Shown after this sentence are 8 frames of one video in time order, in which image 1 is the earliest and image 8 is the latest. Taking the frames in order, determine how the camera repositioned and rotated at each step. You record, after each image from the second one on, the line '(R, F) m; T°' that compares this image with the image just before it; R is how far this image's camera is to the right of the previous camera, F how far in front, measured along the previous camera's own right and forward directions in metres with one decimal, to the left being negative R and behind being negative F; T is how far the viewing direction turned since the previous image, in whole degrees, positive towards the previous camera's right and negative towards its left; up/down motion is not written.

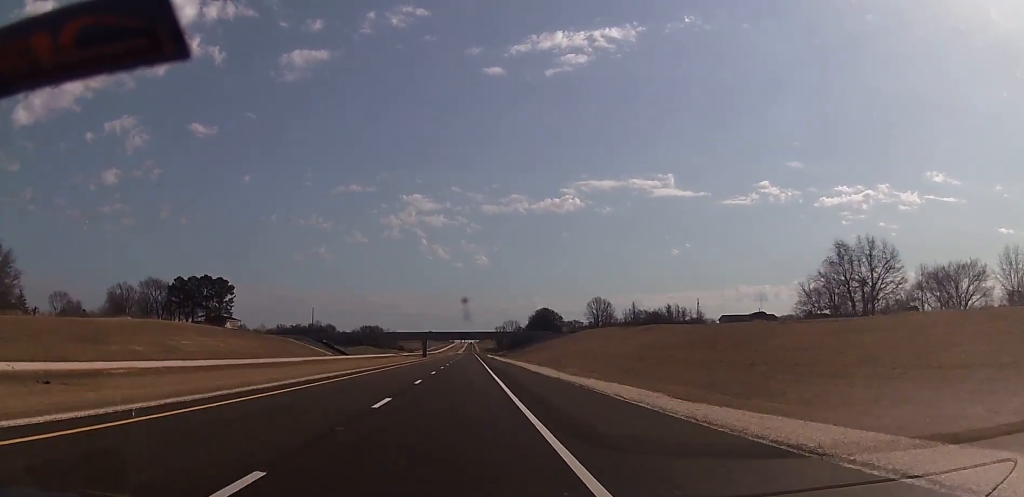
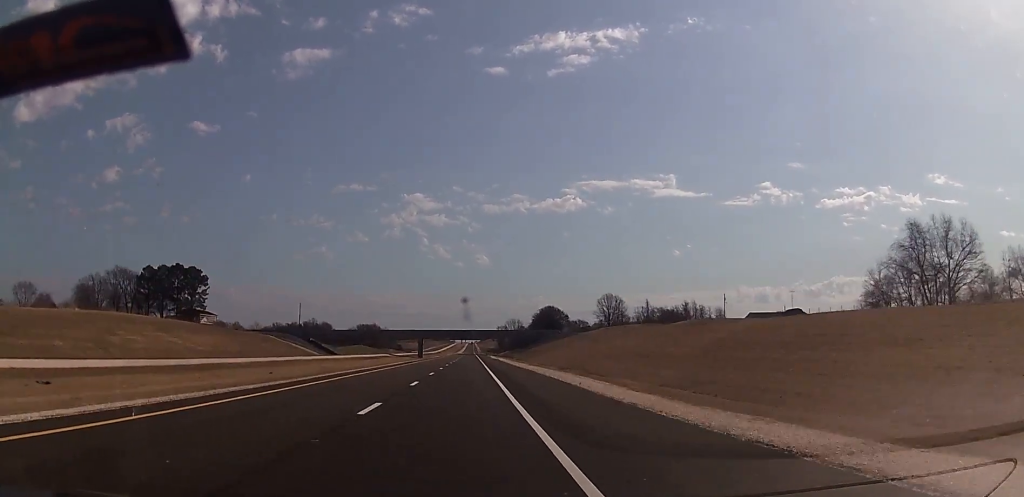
(+0.3, +26.2) m; 0°
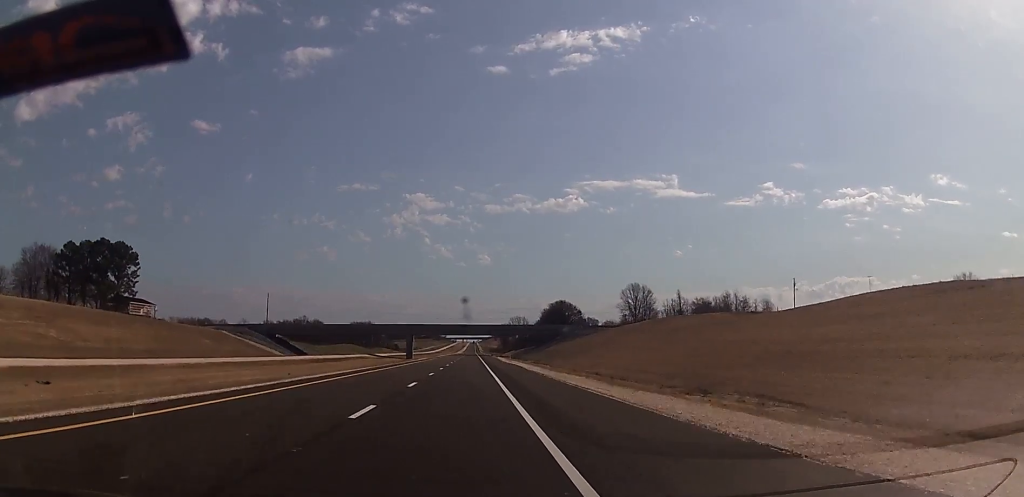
(-0.3, +49.8) m; -1°
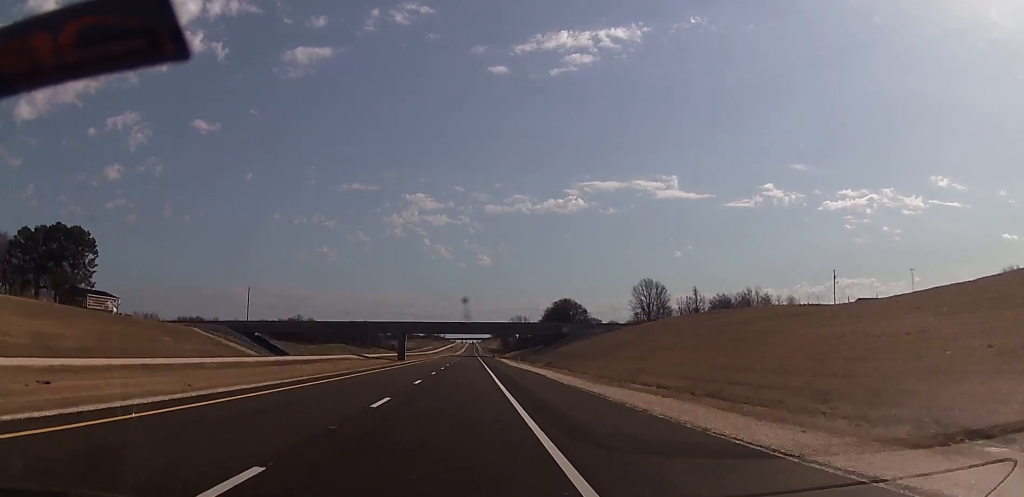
(0.0, +21.2) m; +1°
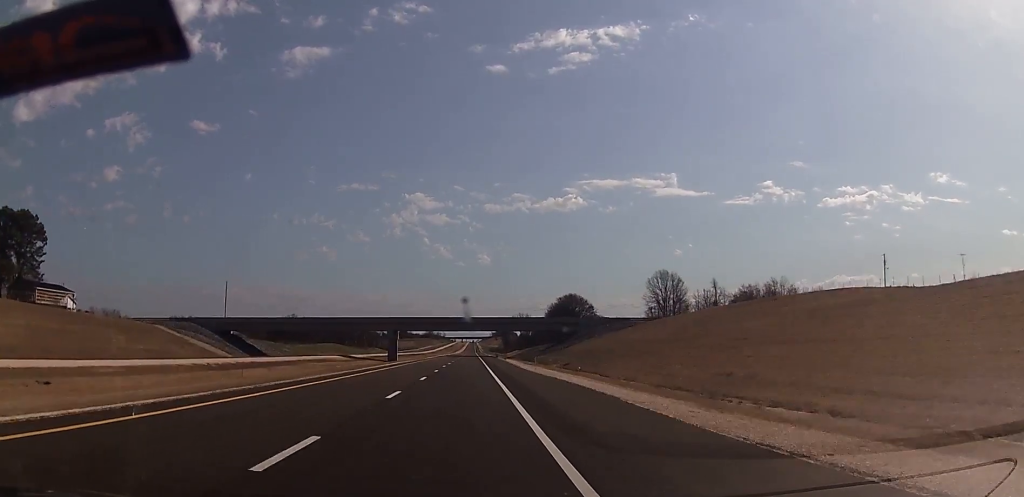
(0.0, +21.2) m; 0°
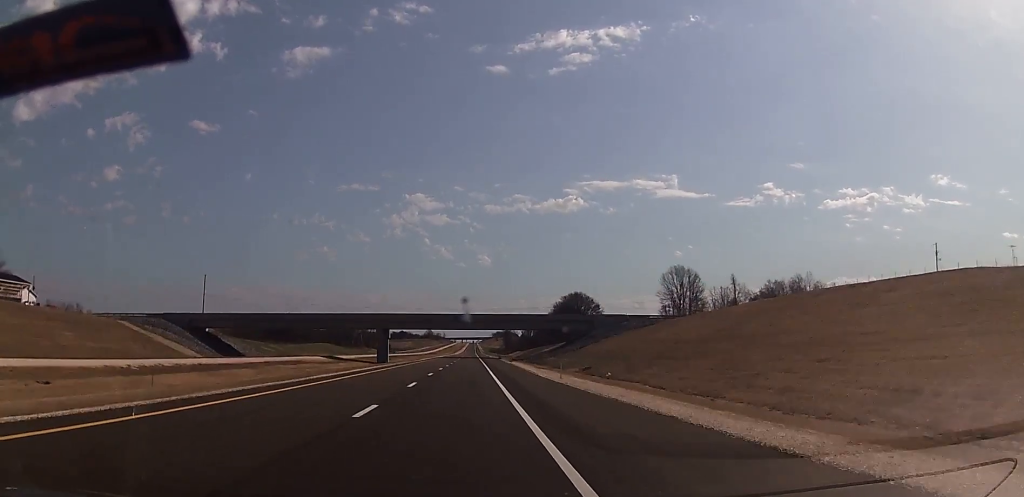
(+0.3, +17.7) m; 0°
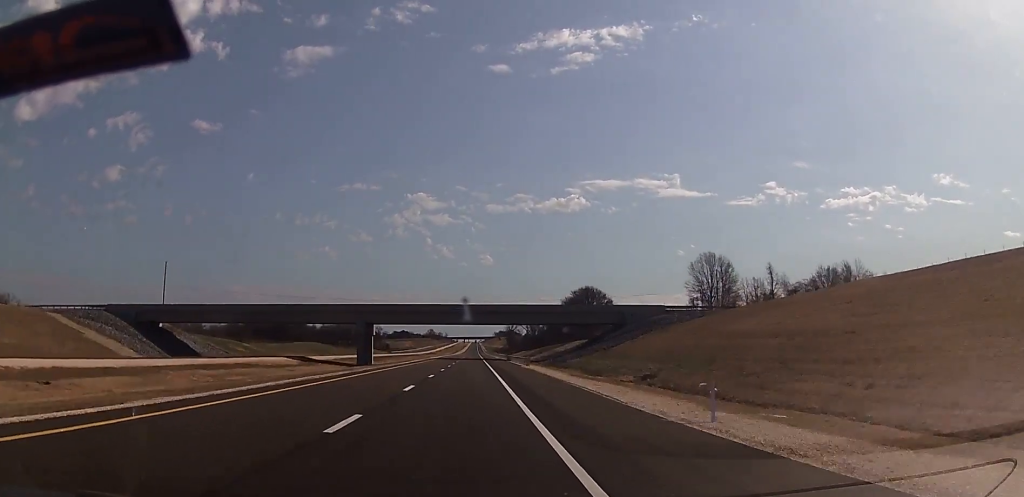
(-0.1, +27.1) m; 0°
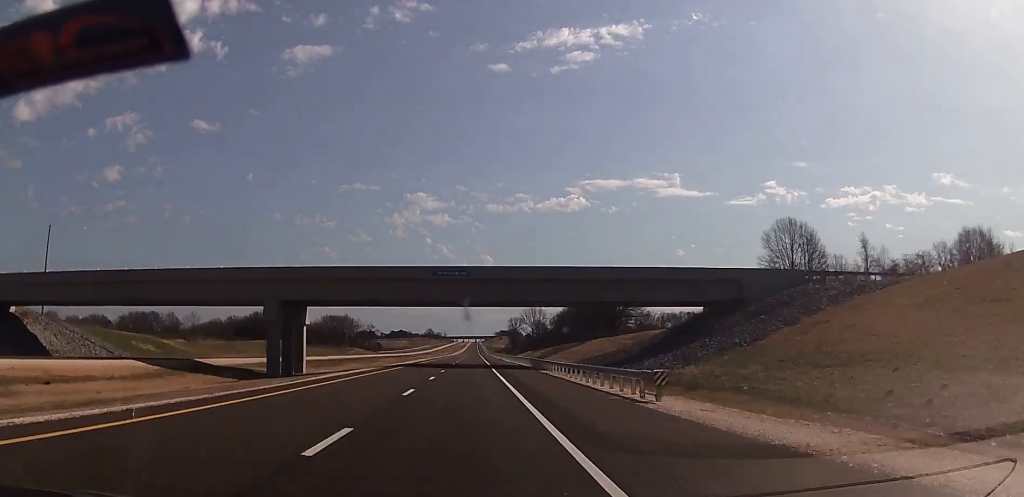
(-0.4, +50.8) m; 0°
